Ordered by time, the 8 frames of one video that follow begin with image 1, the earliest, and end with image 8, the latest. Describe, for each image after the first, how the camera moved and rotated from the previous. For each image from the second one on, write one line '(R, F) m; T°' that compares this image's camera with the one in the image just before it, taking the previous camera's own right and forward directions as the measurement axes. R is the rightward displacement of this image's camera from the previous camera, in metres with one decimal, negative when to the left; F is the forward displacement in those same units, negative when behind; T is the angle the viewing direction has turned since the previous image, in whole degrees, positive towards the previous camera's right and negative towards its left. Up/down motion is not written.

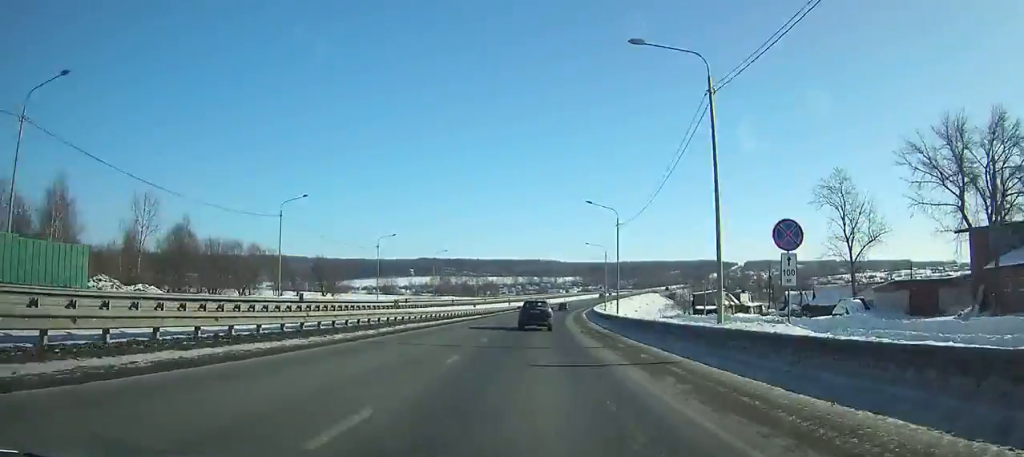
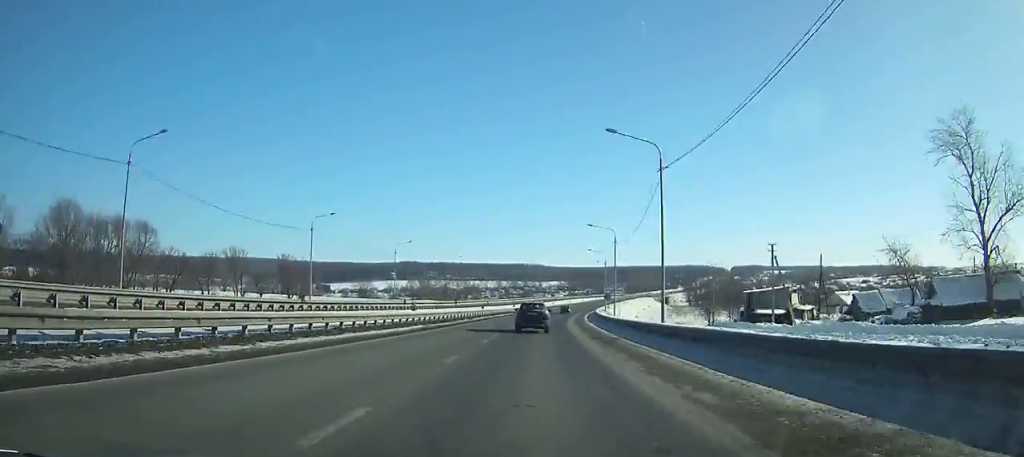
(-0.1, +23.8) m; +2°
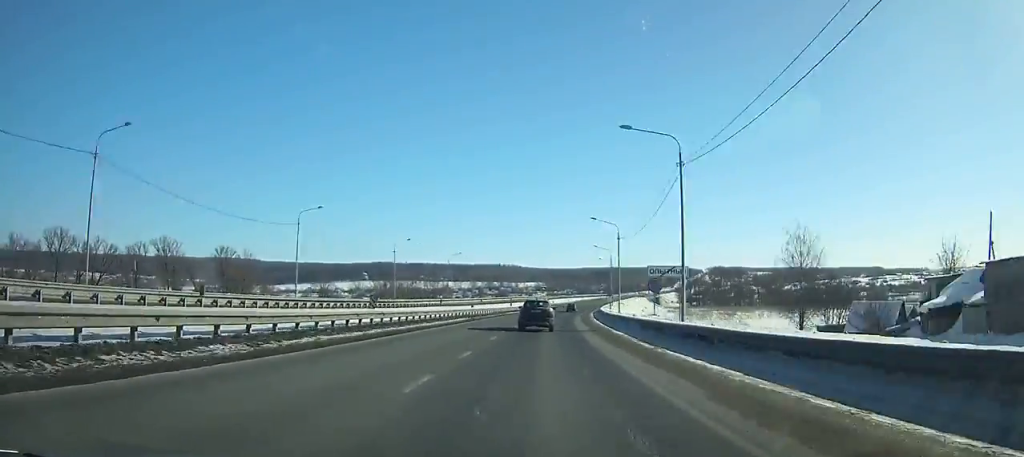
(+1.2, +36.9) m; +3°
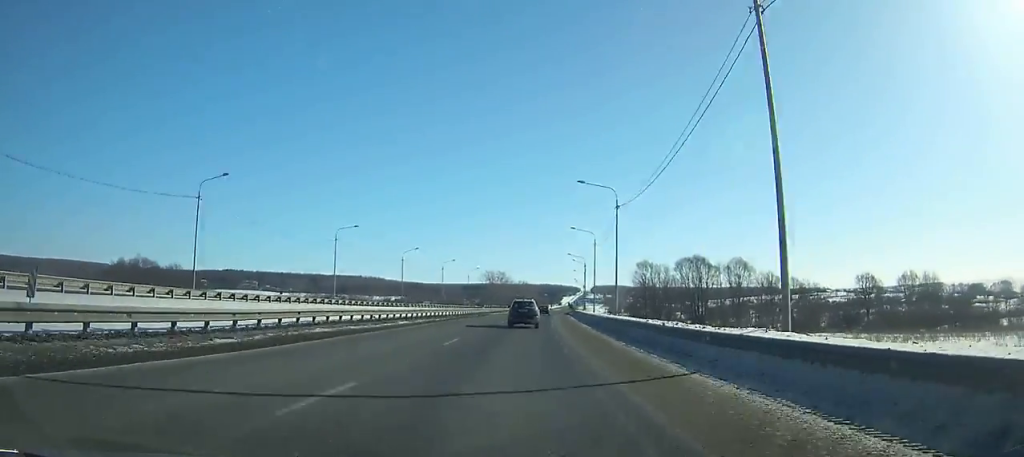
(+15.6, +154.9) m; +11°
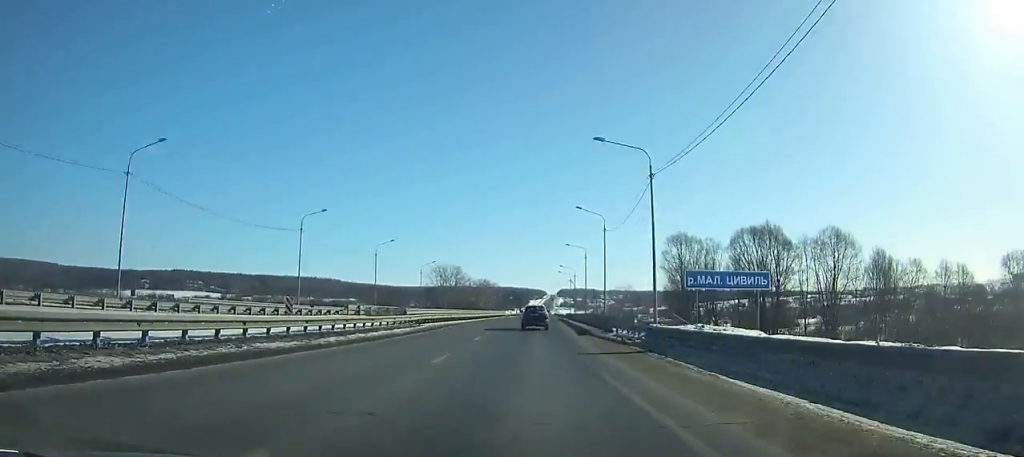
(+2.7, +74.8) m; +3°
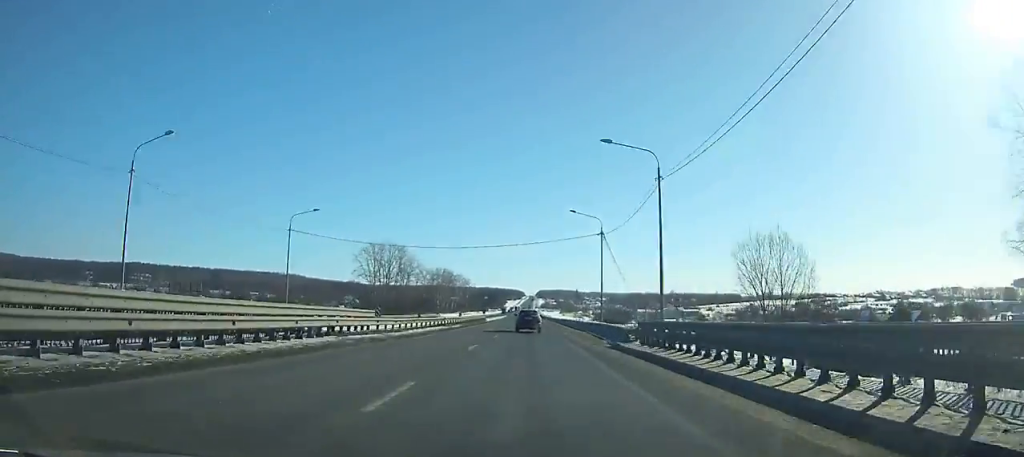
(+2.4, +90.2) m; +2°
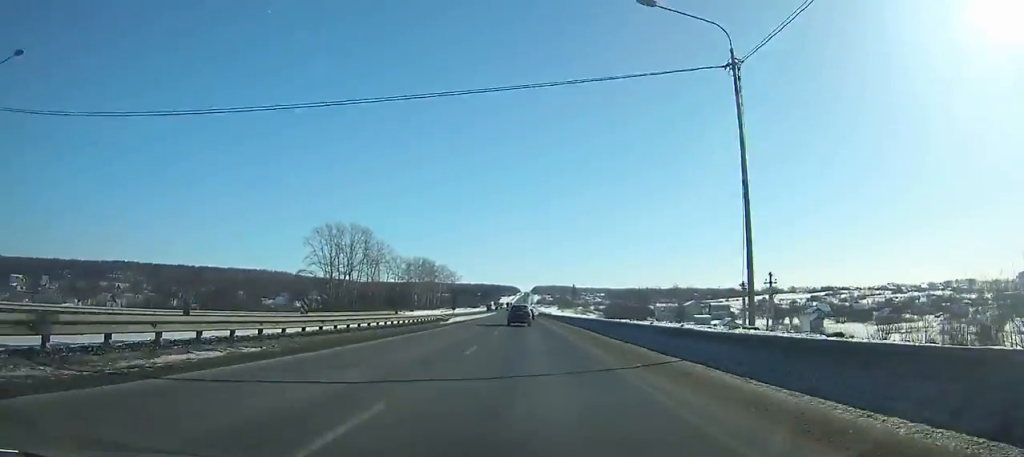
(+0.2, +39.1) m; 0°
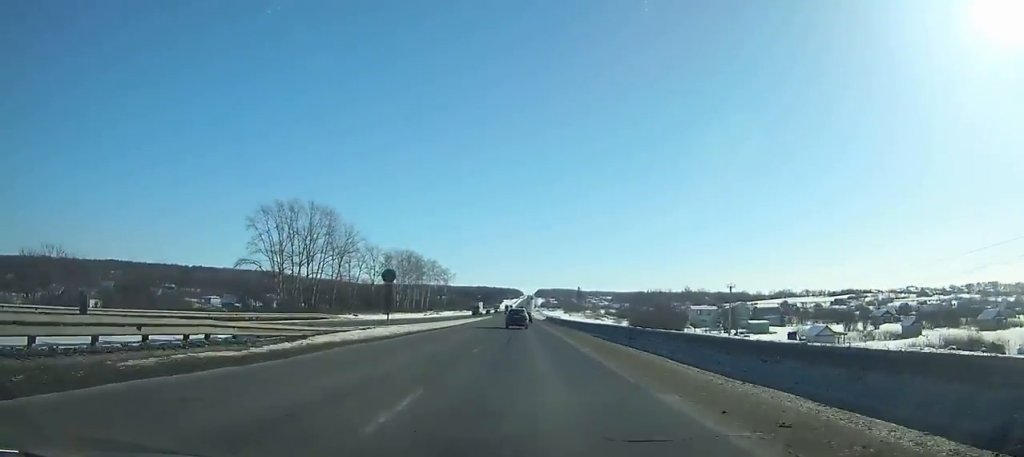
(+0.2, +35.1) m; 0°
